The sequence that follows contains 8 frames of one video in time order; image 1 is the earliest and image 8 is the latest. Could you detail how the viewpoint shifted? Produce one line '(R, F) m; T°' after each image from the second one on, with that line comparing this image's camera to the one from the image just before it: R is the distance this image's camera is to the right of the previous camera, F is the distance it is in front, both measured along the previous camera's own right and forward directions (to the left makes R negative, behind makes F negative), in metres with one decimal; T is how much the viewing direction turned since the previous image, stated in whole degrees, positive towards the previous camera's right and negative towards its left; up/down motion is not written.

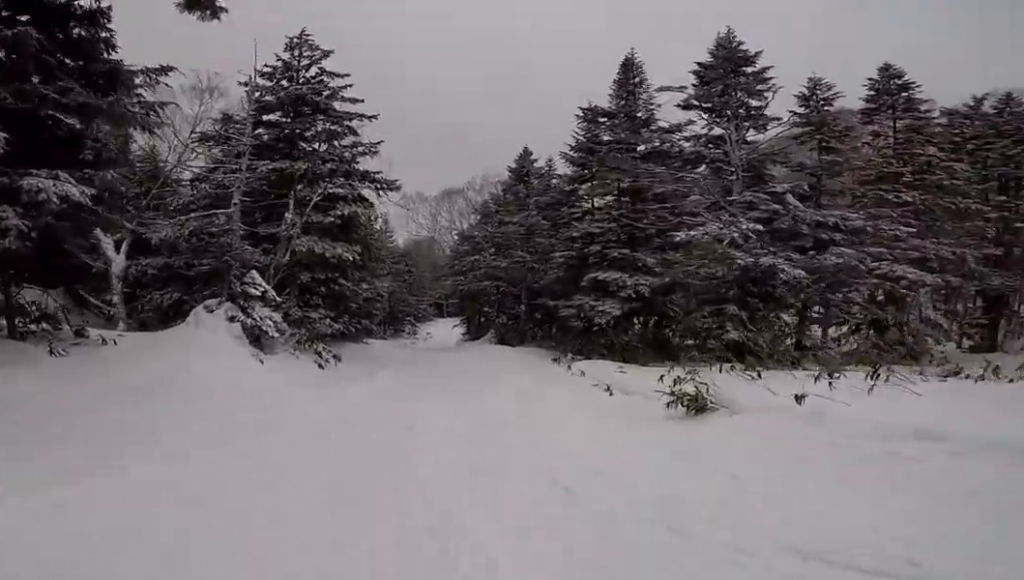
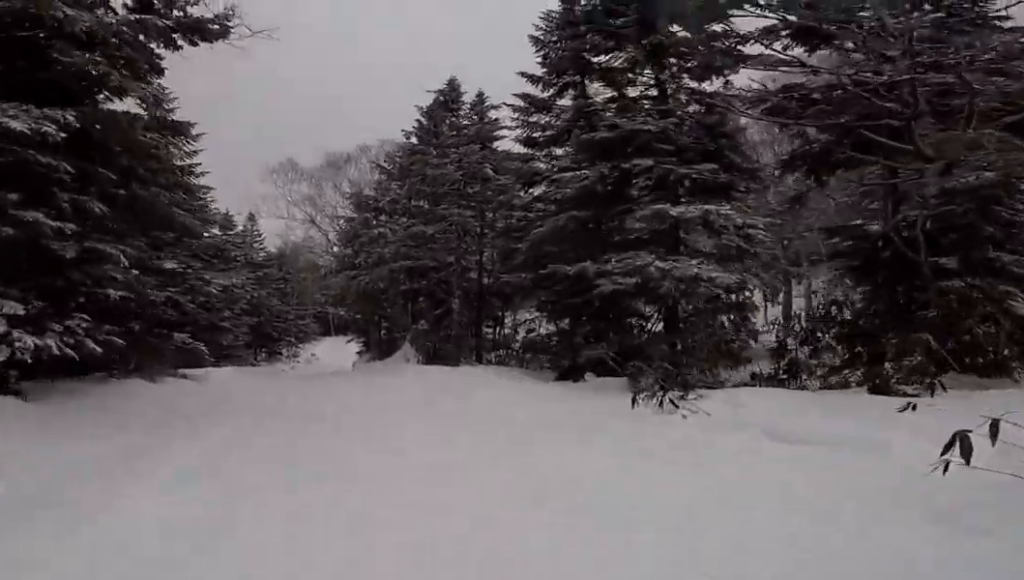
(+0.3, +11.7) m; +5°
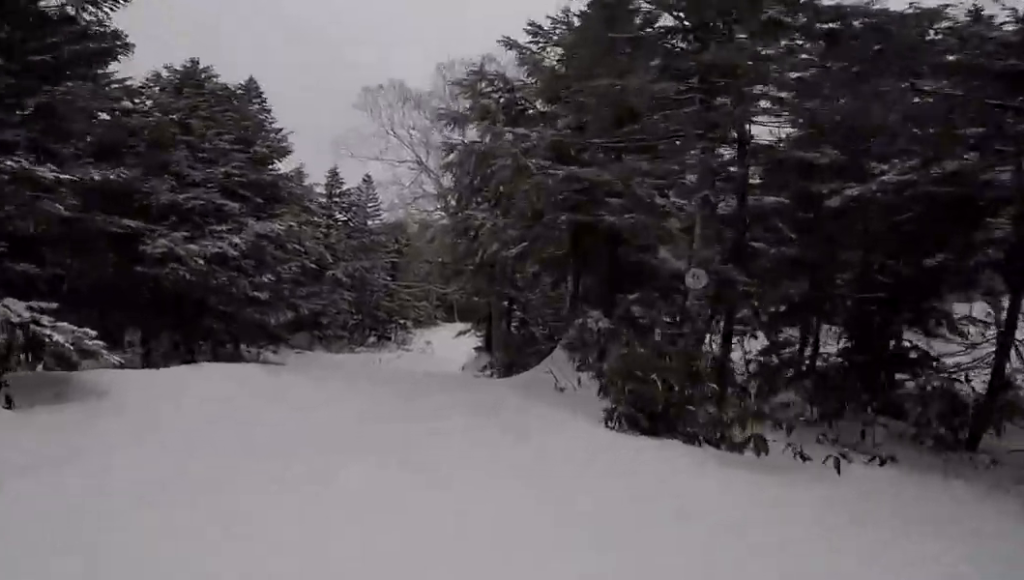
(-0.5, +10.3) m; +1°
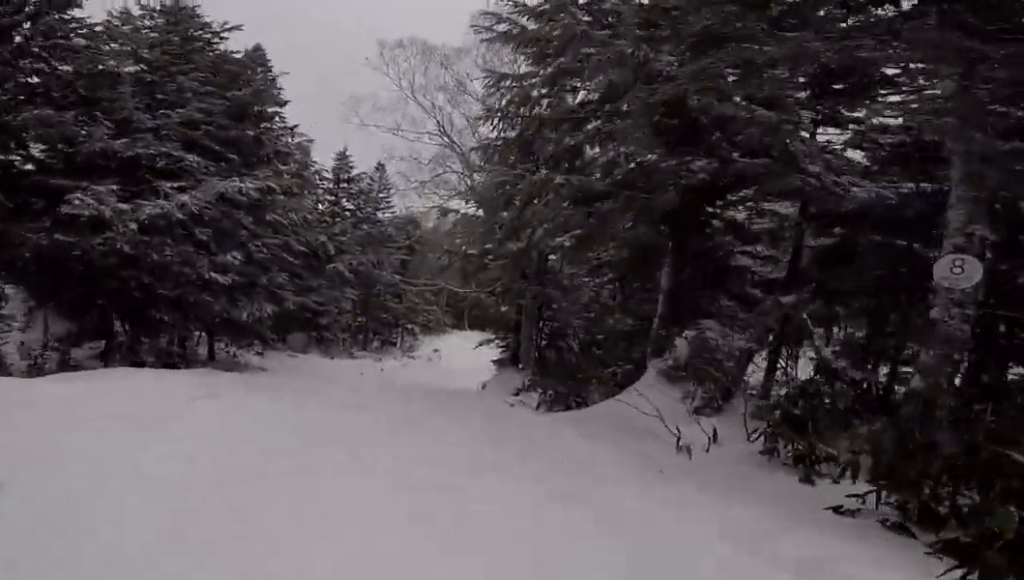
(+0.9, +4.2) m; -9°
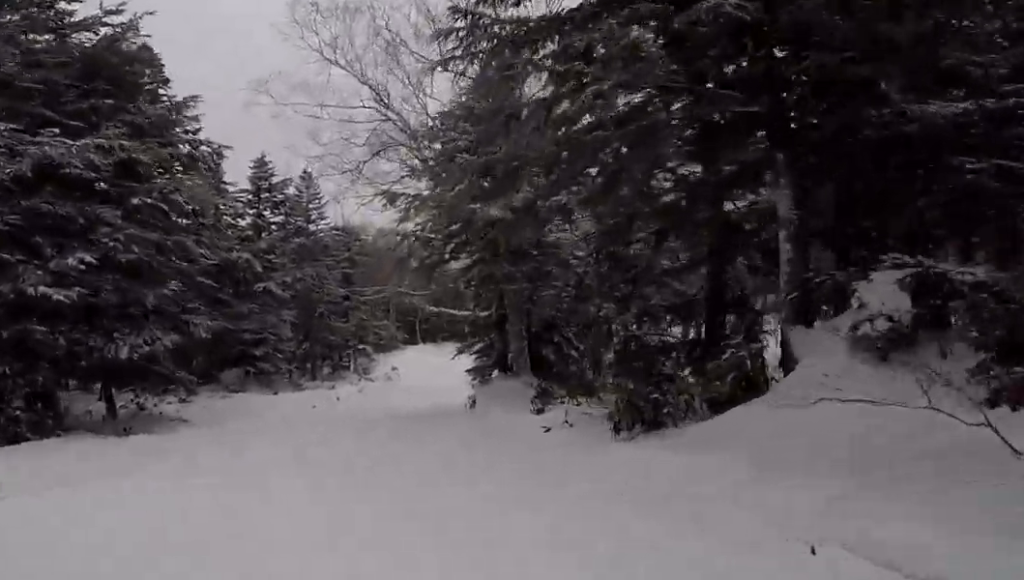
(0.0, +4.1) m; -6°
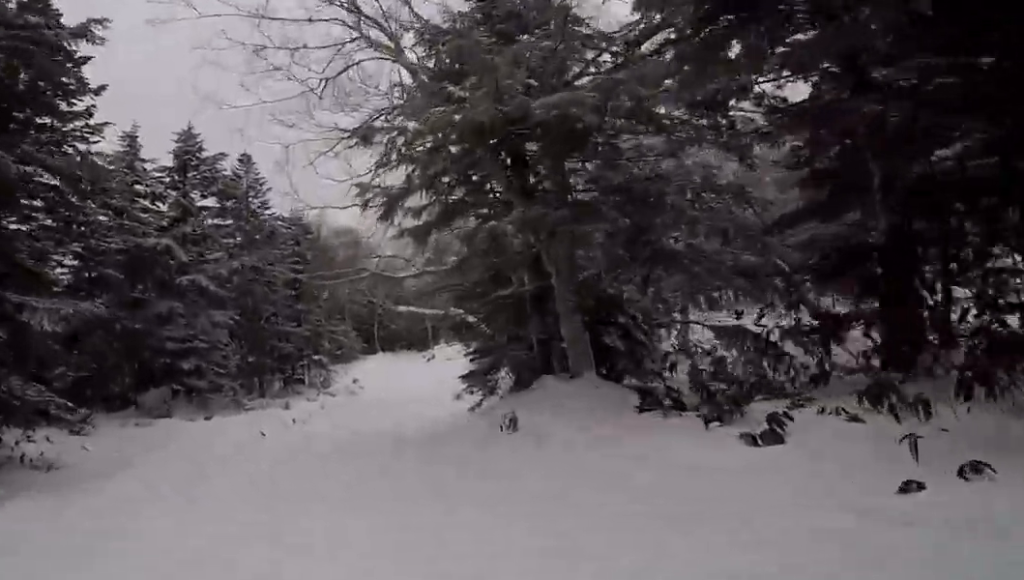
(-2.1, +5.8) m; -2°
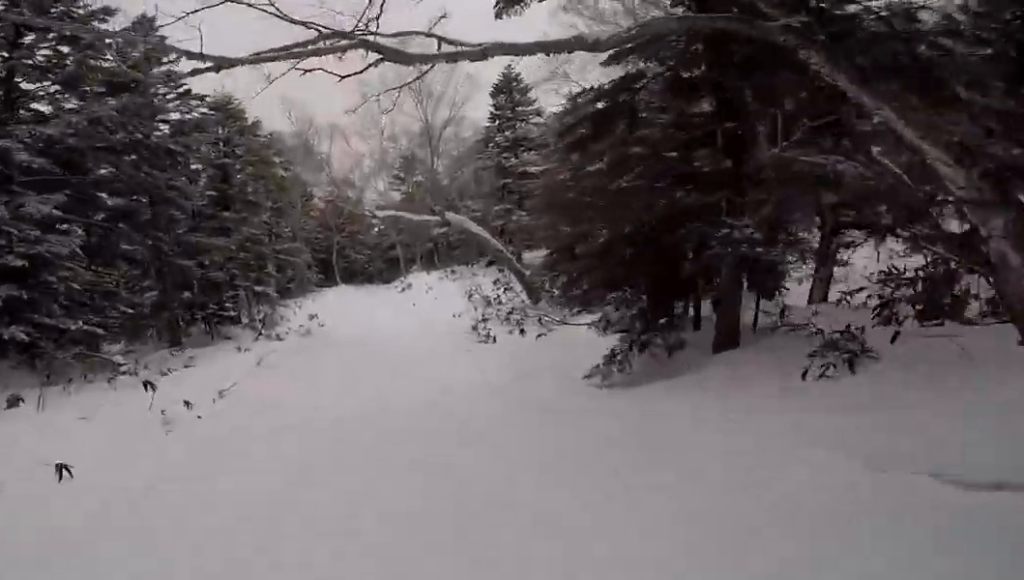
(+2.3, +9.3) m; +13°
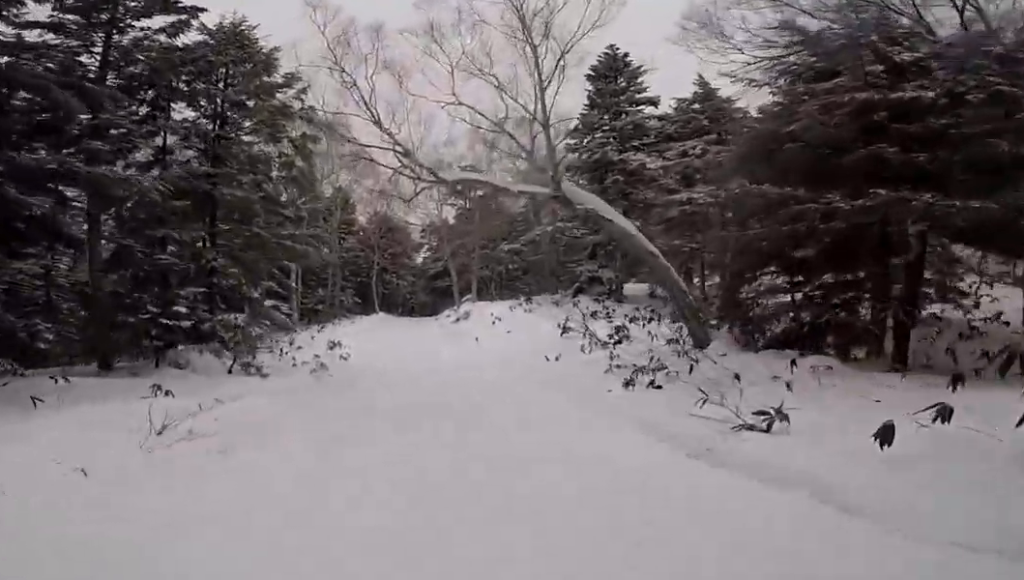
(-0.8, +8.9) m; +2°
